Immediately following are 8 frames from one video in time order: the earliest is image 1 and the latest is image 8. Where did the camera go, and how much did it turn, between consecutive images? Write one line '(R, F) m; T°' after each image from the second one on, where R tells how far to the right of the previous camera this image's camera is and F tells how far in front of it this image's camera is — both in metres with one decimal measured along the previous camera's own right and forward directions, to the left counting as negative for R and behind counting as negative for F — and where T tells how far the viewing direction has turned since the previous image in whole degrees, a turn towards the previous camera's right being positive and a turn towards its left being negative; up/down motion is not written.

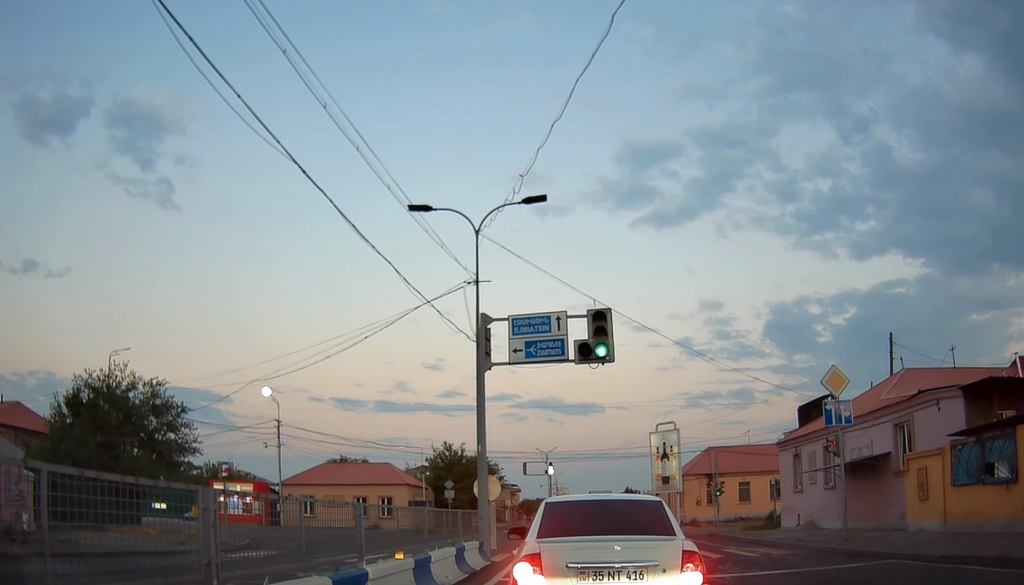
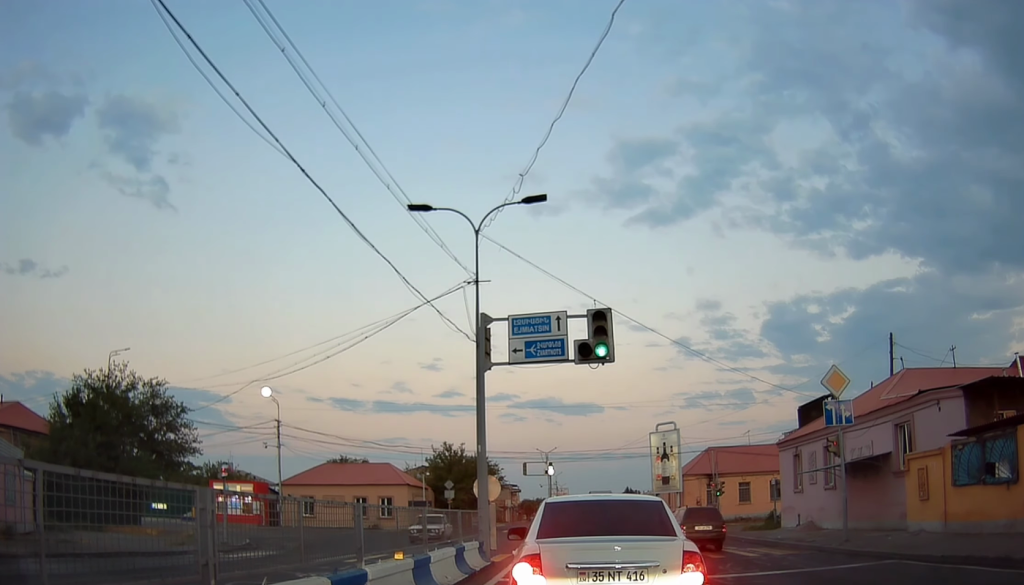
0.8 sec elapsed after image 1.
(0.0, 0.0) m; 0°
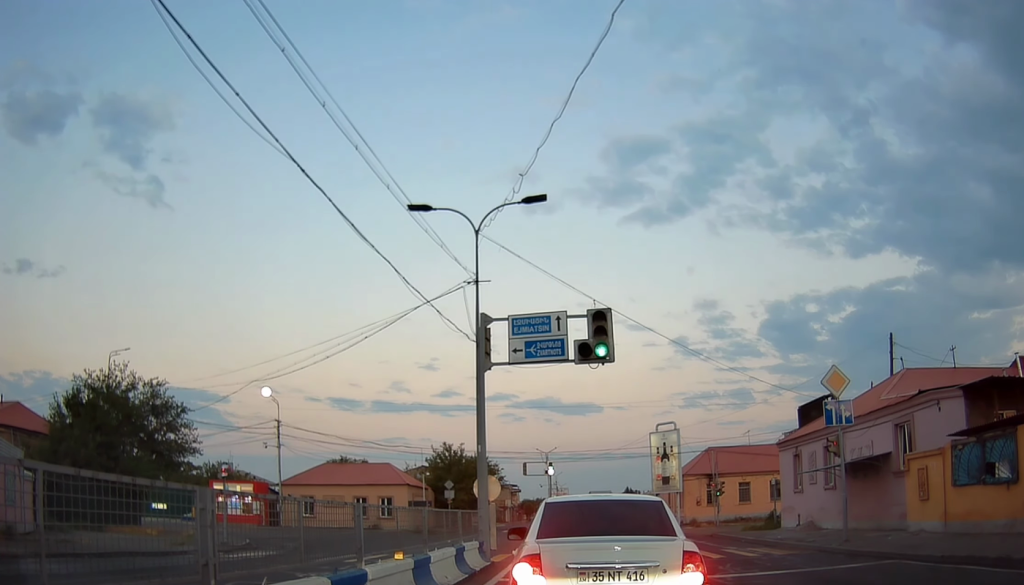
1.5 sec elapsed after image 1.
(0.0, +0.2) m; 0°
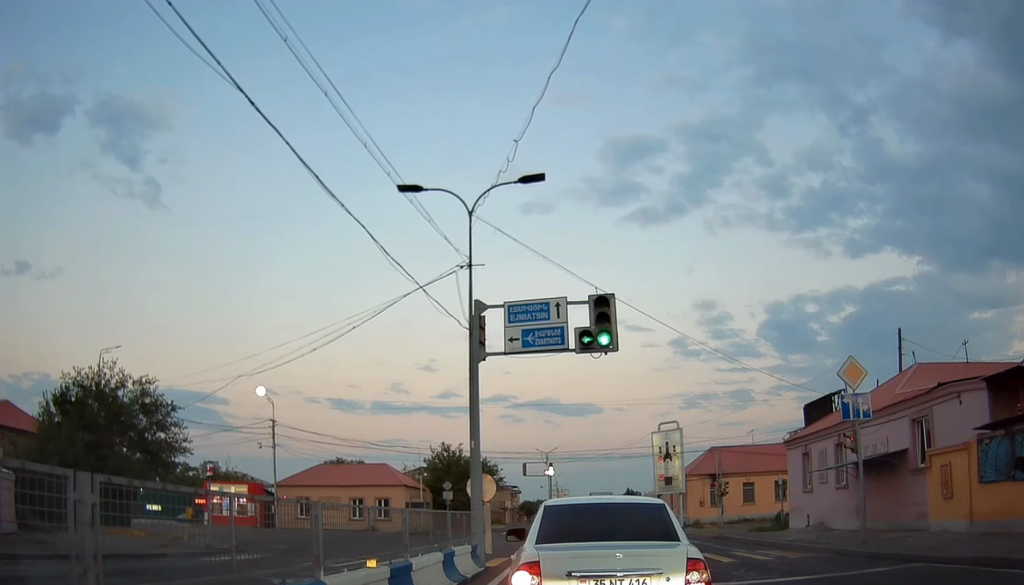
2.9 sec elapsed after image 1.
(0.0, +0.8) m; 0°
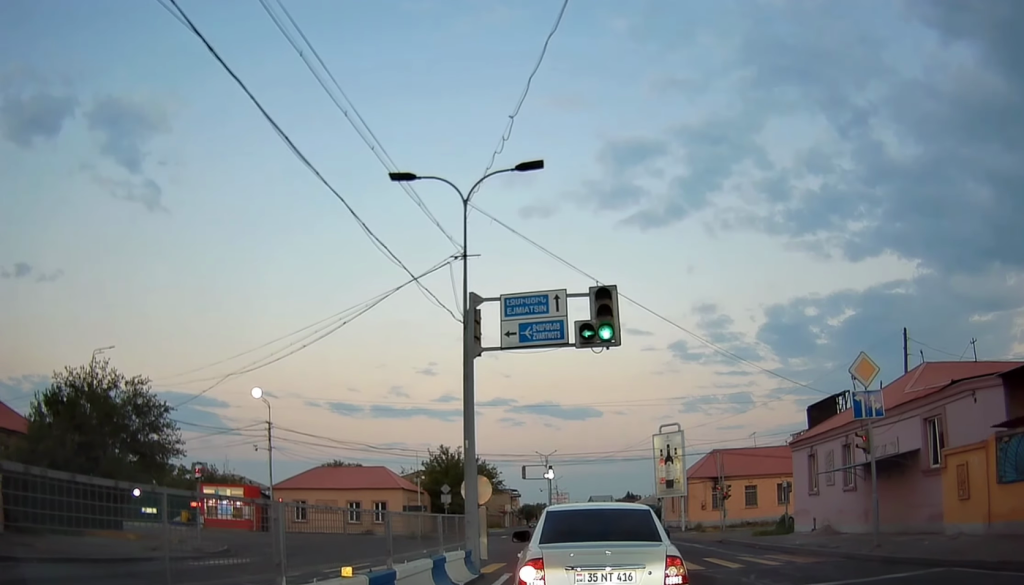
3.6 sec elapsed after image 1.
(0.0, +0.6) m; 0°
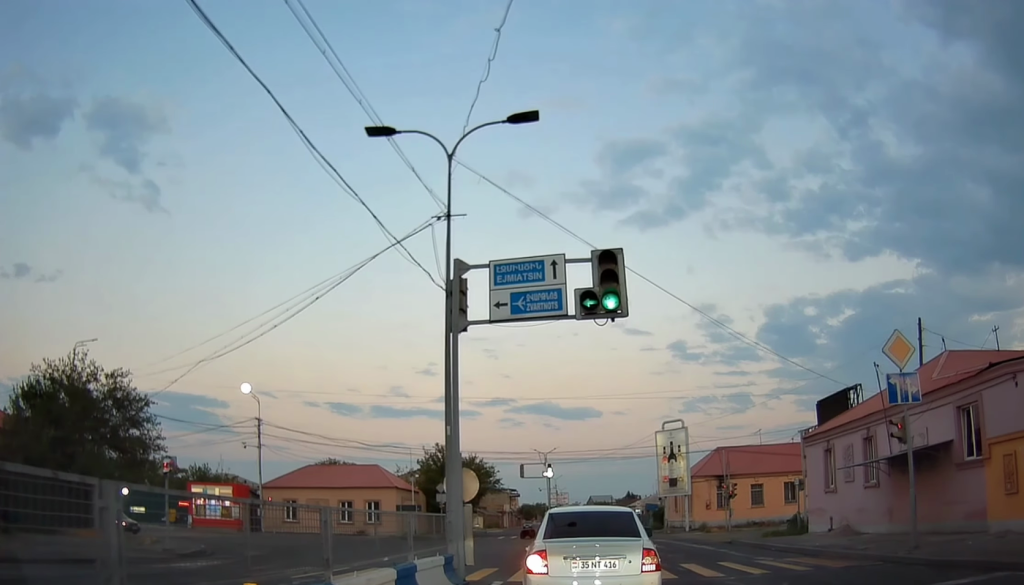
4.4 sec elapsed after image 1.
(0.0, +1.6) m; -1°
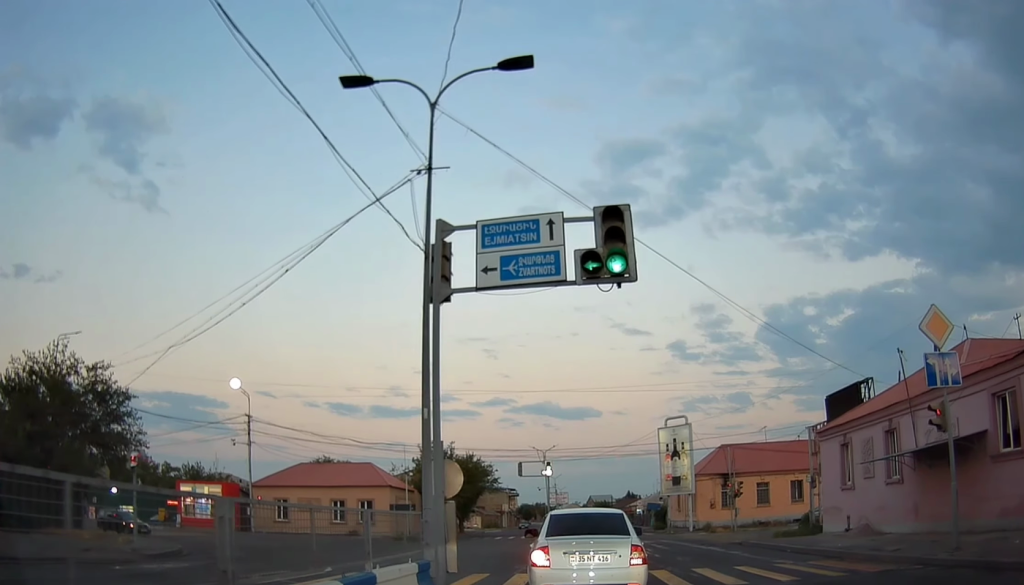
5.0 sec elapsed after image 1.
(0.0, +1.6) m; -2°
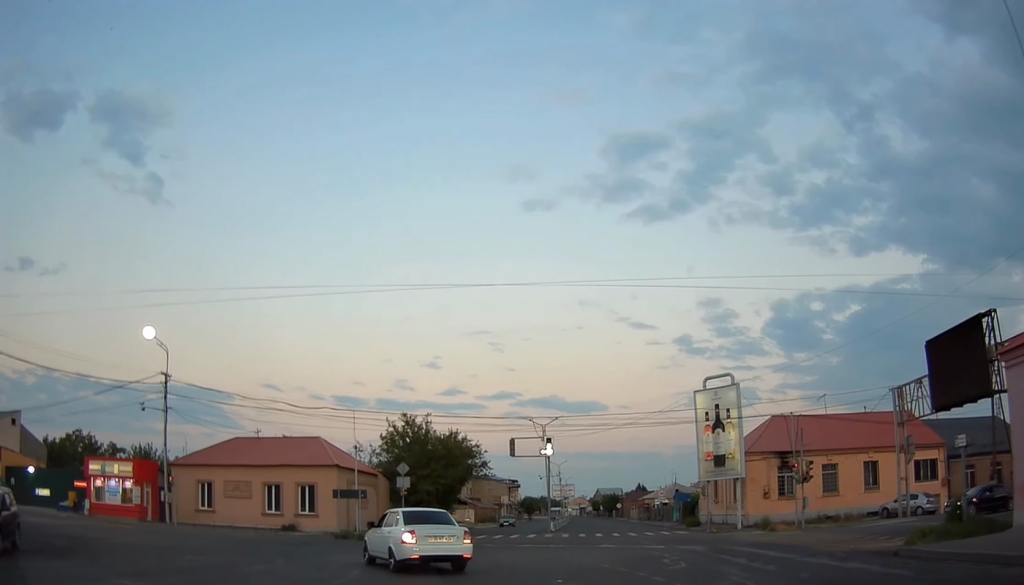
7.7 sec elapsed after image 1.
(-1.6, +13.4) m; -7°
